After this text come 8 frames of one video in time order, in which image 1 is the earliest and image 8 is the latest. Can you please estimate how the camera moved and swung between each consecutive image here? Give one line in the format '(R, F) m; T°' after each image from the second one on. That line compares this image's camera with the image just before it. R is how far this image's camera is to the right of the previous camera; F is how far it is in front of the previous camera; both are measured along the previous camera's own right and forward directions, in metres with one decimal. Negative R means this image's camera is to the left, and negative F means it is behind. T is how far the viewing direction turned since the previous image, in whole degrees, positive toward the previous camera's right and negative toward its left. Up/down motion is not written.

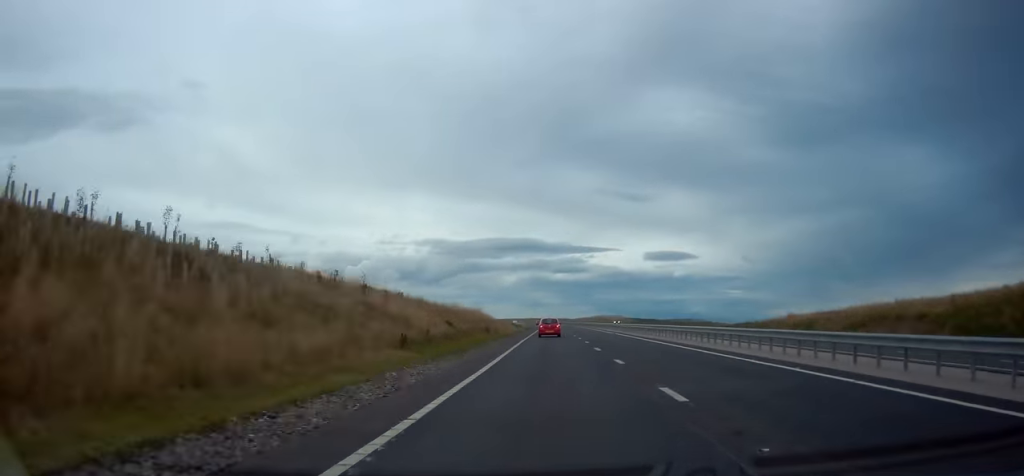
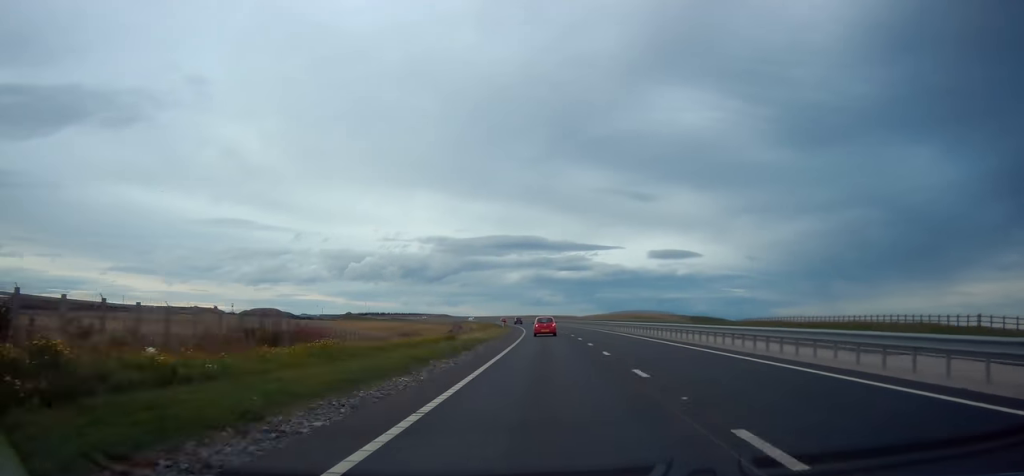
(-0.6, +104.2) m; -1°
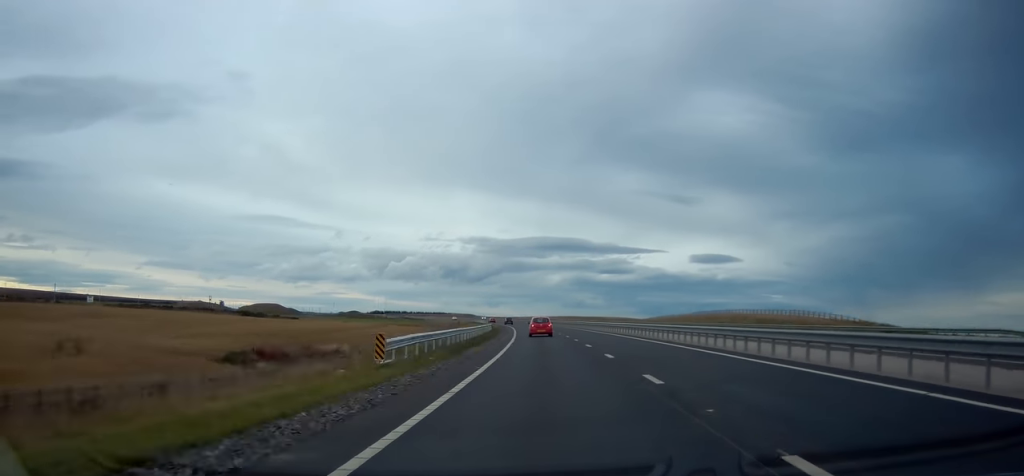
(0.0, +91.9) m; -2°
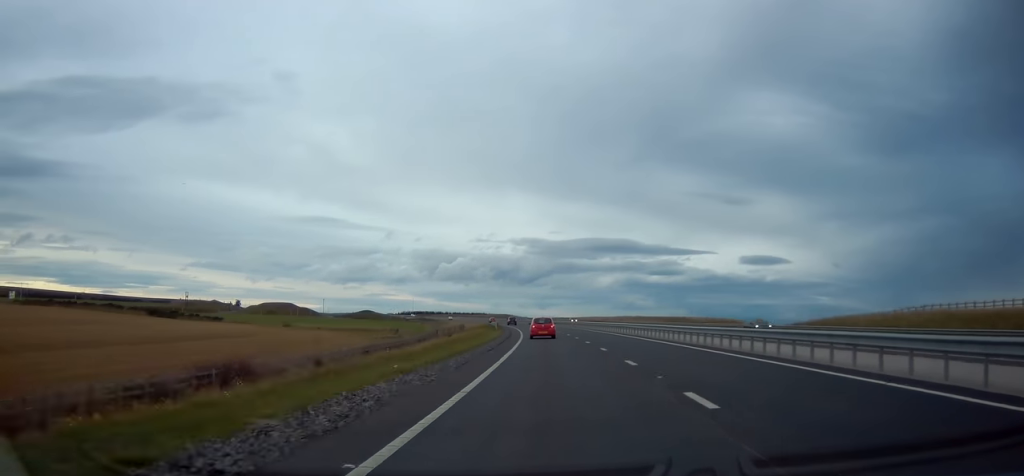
(-3.4, +83.4) m; -4°
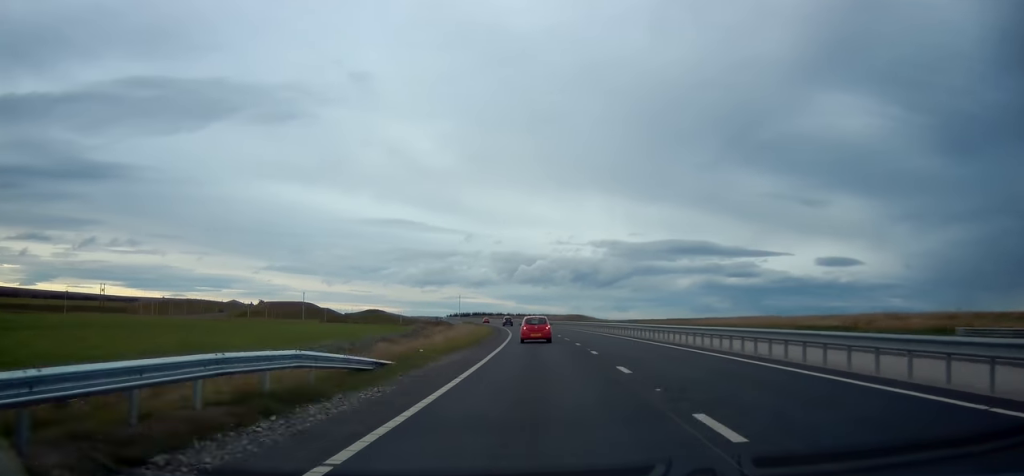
(-6.3, +126.5) m; -7°
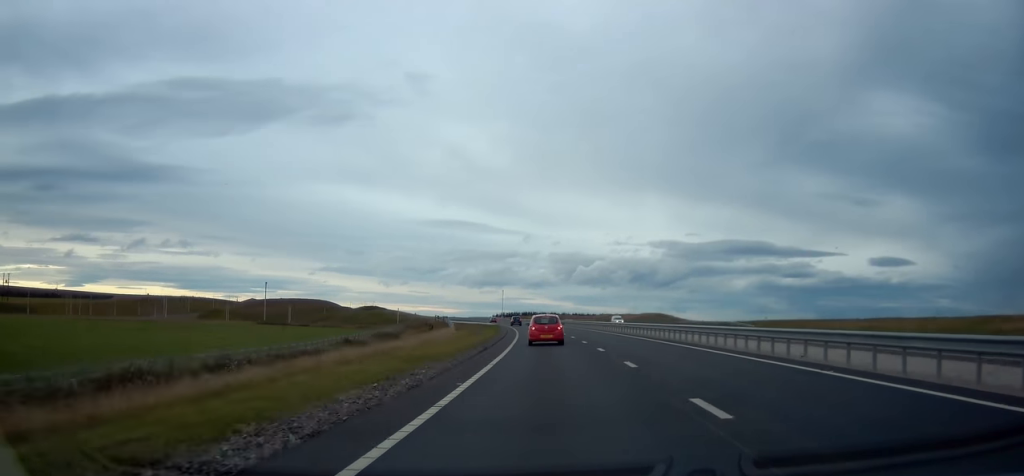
(-3.0, +78.7) m; -4°
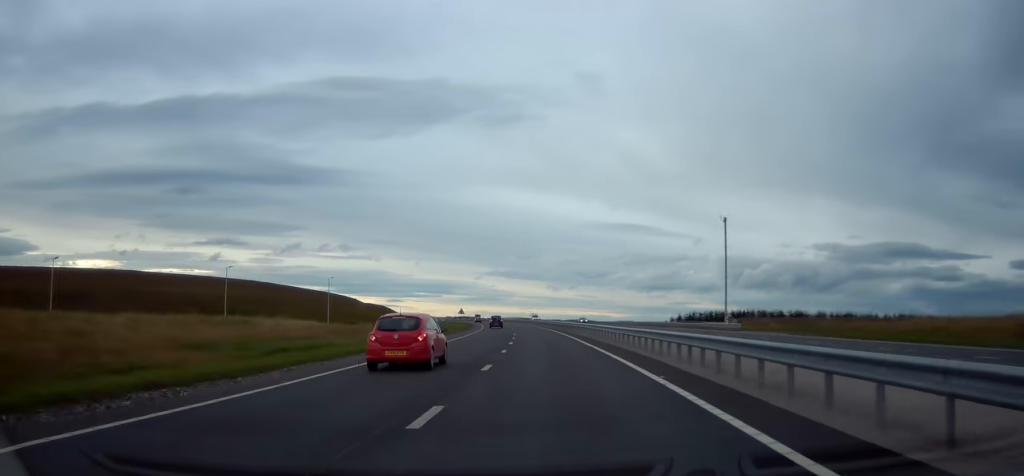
(-30.4, +252.9) m; -14°
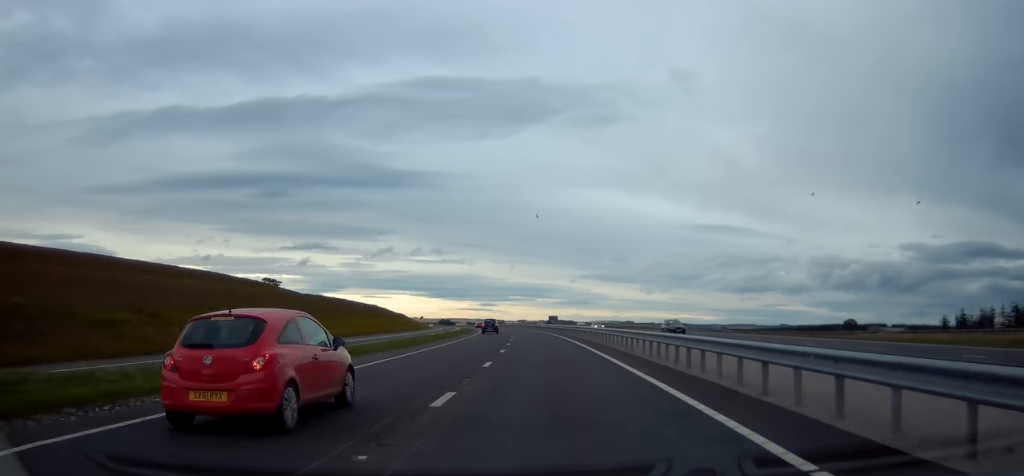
(-10.9, +146.2) m; -9°
